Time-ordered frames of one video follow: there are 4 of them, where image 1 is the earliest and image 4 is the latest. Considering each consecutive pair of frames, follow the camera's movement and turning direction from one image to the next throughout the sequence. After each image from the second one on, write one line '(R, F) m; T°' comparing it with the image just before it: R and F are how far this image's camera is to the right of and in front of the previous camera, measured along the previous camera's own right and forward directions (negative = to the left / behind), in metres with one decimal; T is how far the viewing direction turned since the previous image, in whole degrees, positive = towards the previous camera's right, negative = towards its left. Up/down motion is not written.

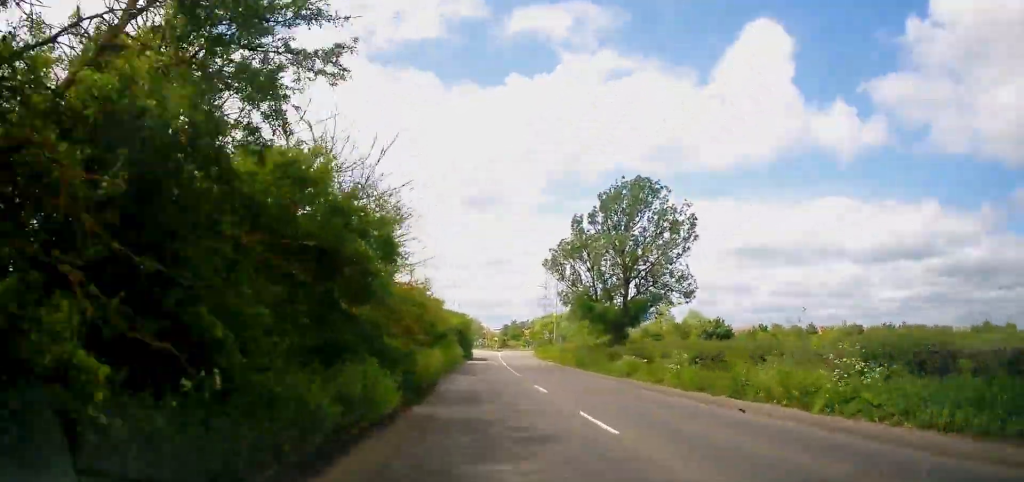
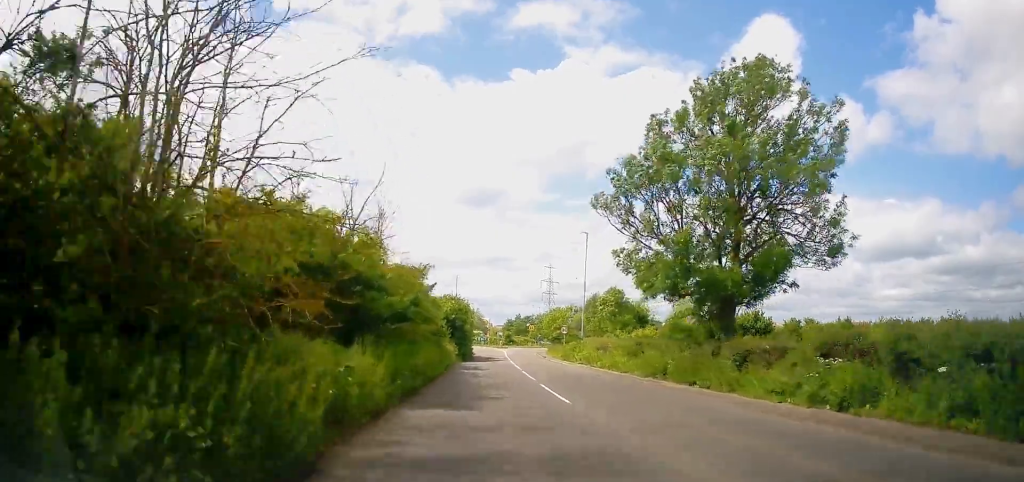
(+0.1, +16.3) m; 0°
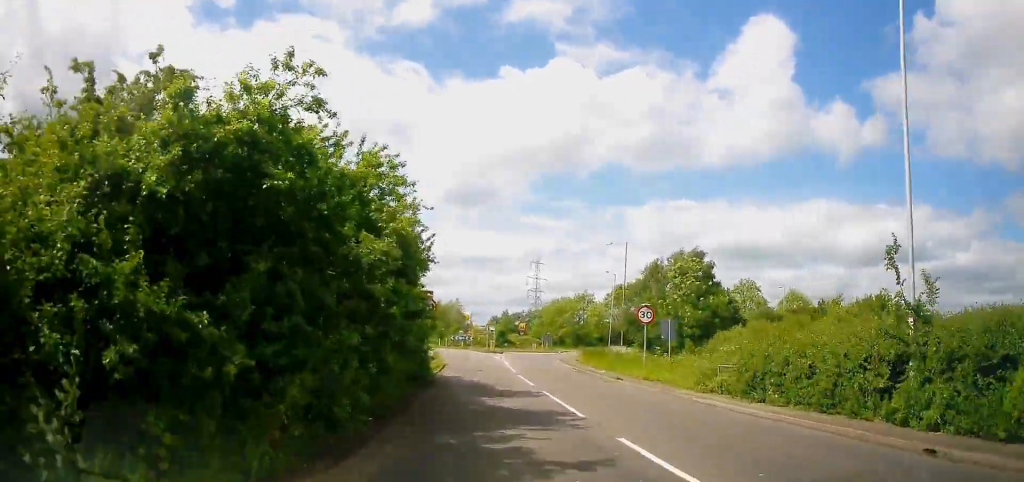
(+0.2, +37.6) m; +2°
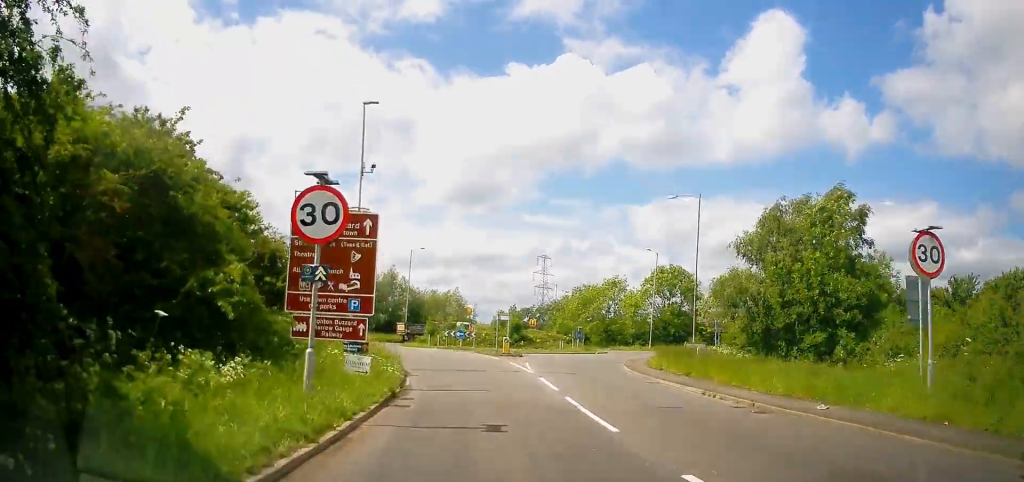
(+0.1, +20.7) m; -1°
